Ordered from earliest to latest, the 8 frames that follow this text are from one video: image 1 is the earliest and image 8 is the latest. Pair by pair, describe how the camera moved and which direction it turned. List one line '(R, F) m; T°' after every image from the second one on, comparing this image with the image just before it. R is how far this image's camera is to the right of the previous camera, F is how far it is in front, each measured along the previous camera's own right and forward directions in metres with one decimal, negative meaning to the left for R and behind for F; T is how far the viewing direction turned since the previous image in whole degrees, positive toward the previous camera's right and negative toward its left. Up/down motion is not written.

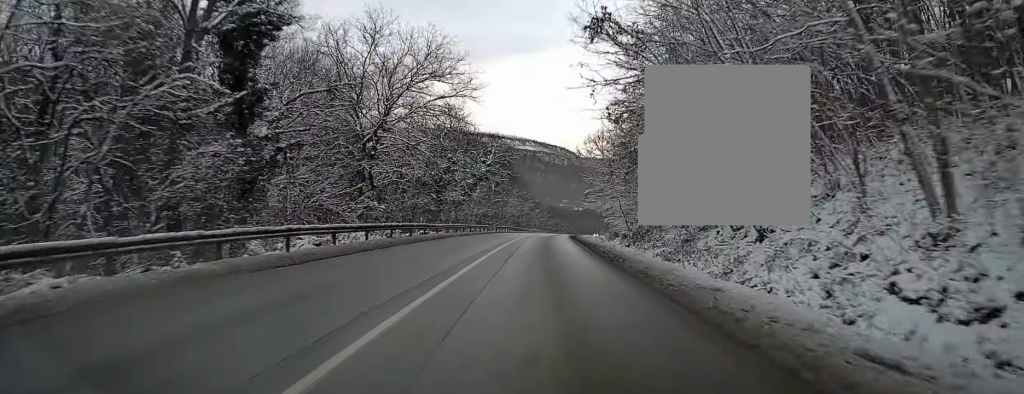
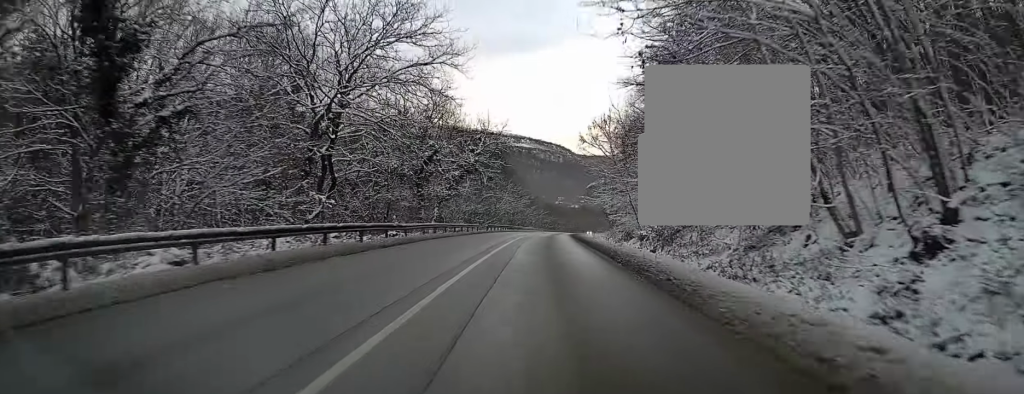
(+0.2, +9.0) m; +1°
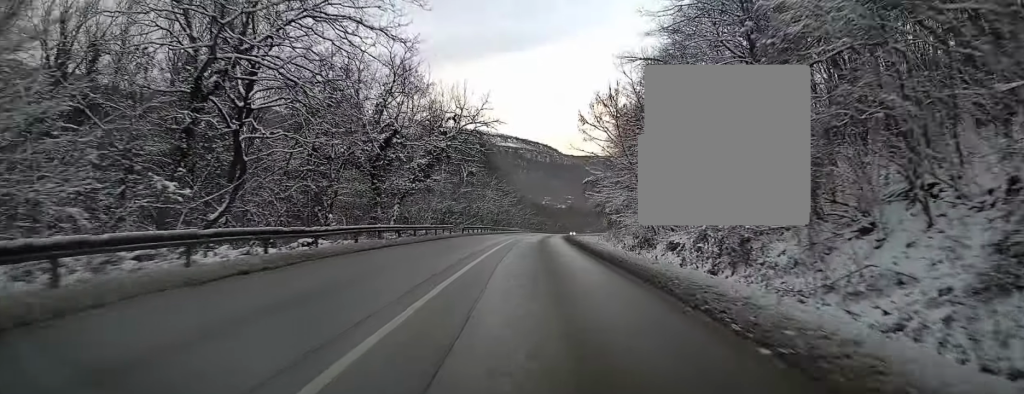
(+0.1, +11.6) m; +1°
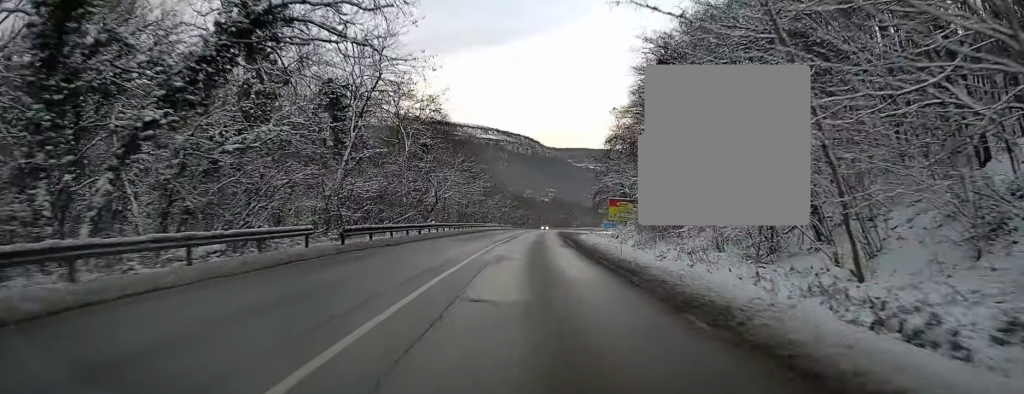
(+0.4, +29.5) m; +2°
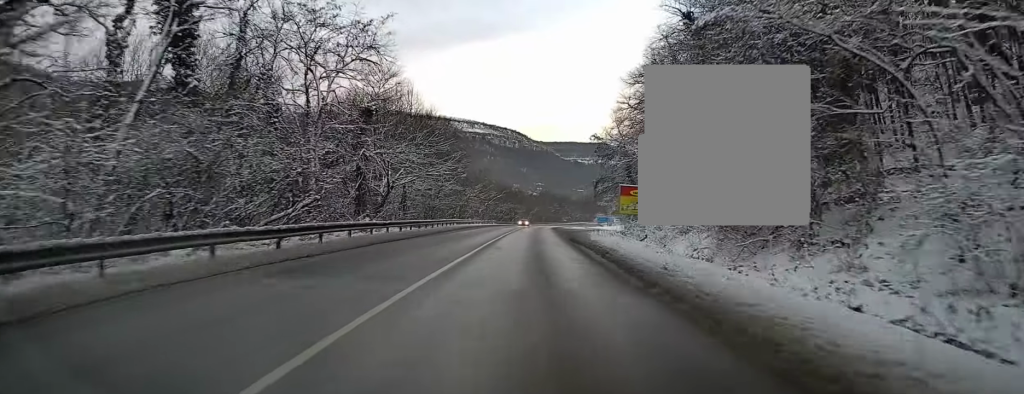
(+0.4, +20.3) m; +1°
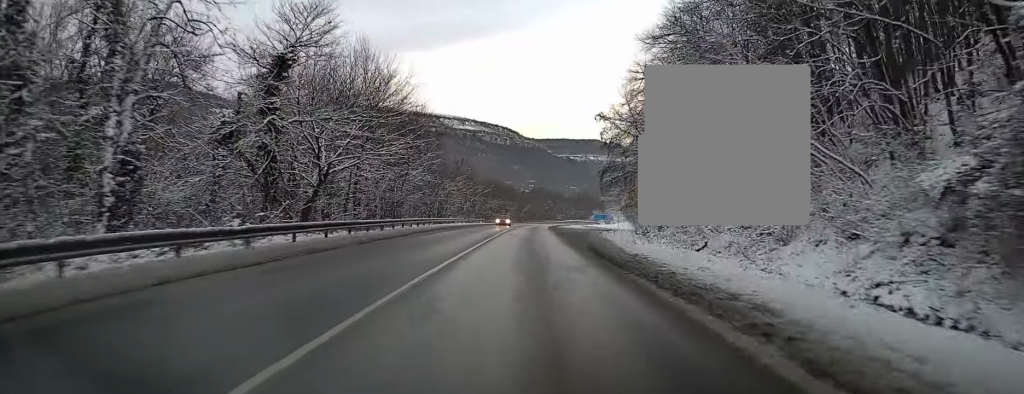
(+0.1, +16.3) m; 0°
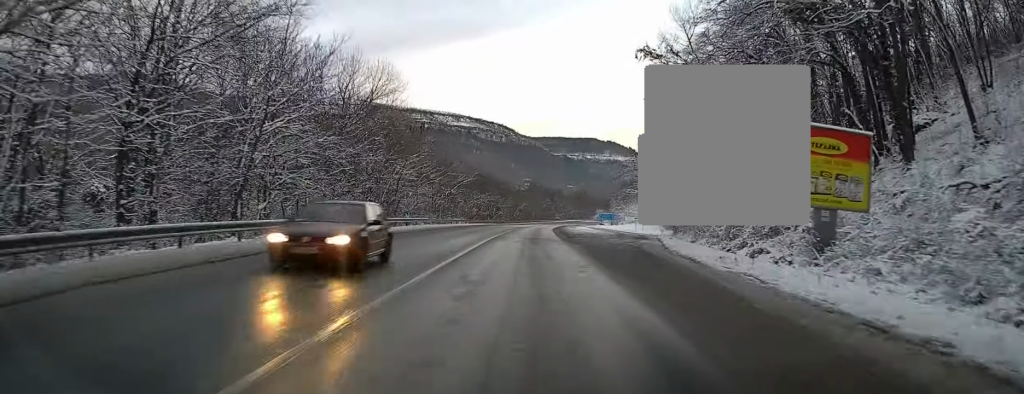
(0.0, +29.3) m; 0°
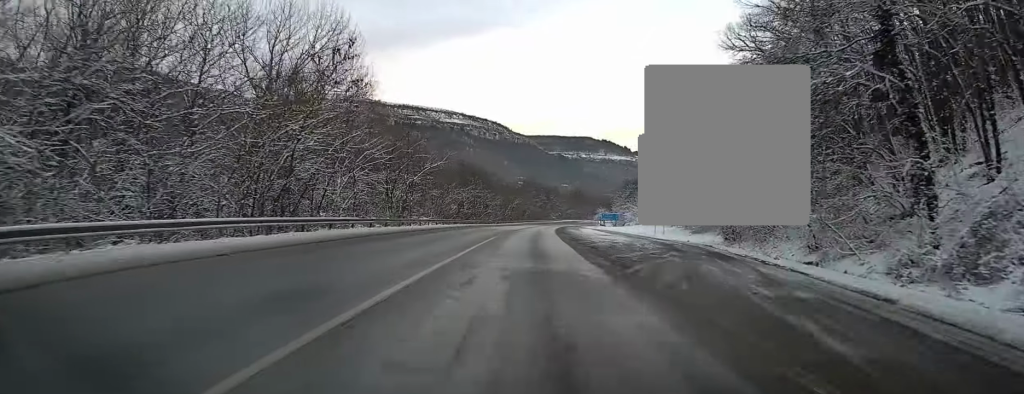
(0.0, +23.2) m; +1°
